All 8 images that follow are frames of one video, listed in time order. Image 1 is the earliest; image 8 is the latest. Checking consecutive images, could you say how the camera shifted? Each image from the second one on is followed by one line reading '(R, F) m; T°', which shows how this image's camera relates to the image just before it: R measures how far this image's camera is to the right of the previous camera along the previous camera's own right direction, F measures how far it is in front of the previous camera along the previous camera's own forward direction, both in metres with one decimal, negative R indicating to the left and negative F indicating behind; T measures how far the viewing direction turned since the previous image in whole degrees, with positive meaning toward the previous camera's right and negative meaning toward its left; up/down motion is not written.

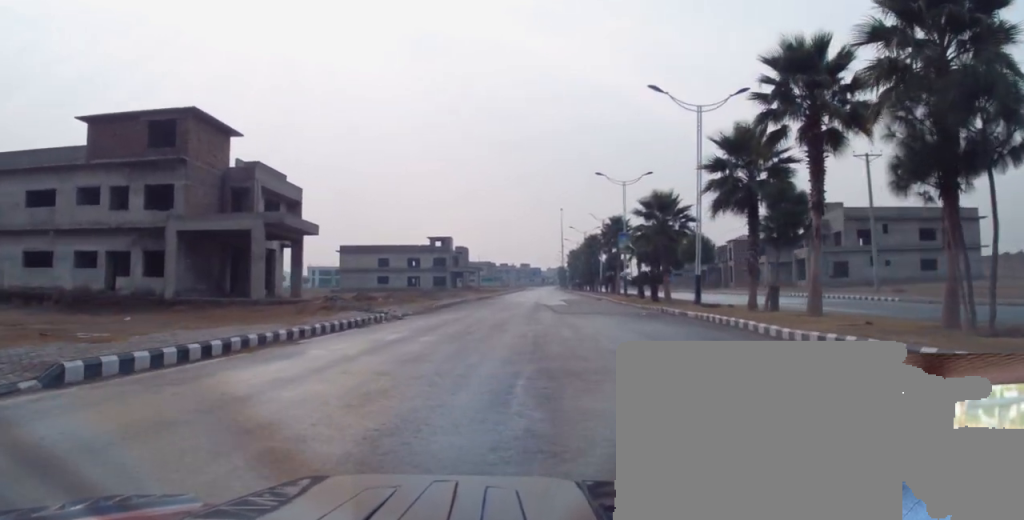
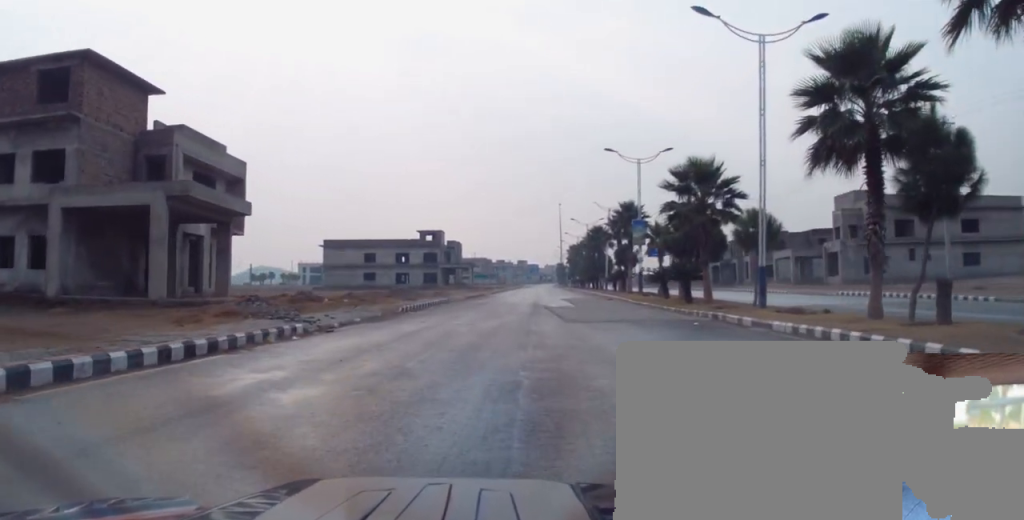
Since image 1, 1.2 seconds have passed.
(+0.7, +10.0) m; +3°
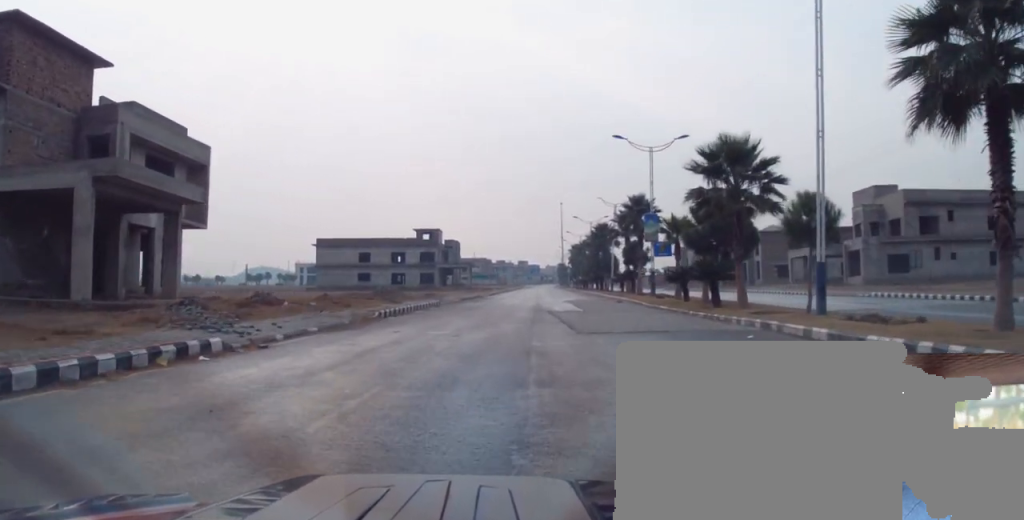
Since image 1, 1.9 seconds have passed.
(0.0, +5.1) m; -1°
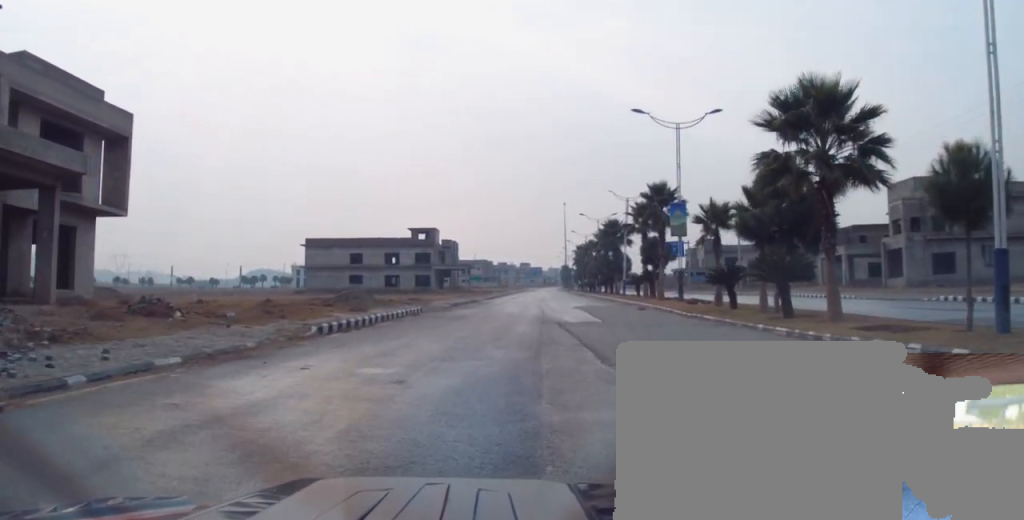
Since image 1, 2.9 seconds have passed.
(-0.2, +8.3) m; -3°
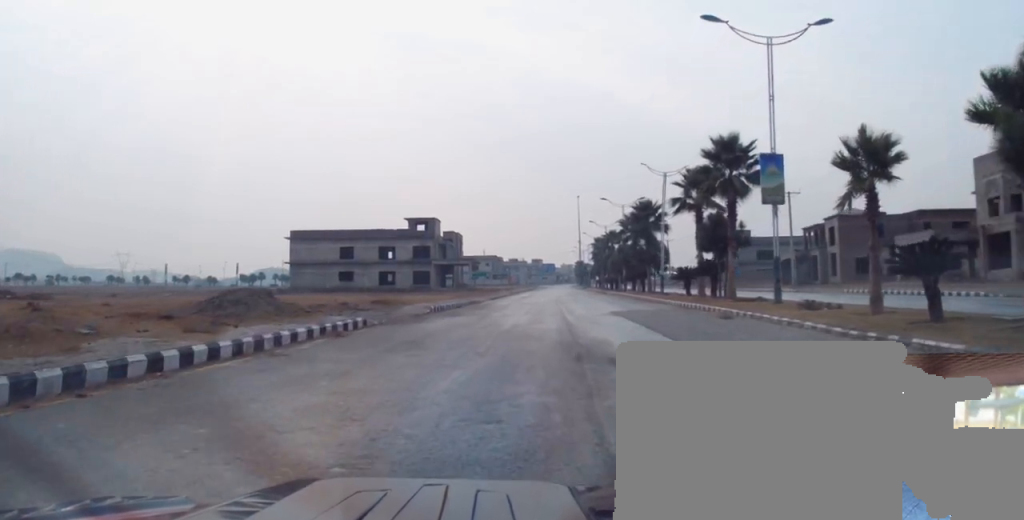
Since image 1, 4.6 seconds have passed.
(+0.3, +14.3) m; +1°
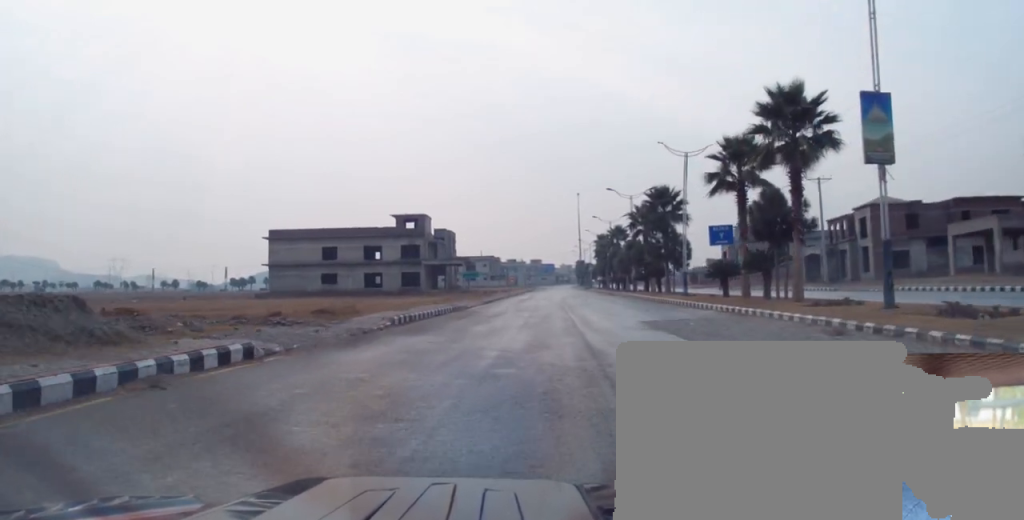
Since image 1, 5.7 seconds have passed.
(-0.2, +8.6) m; 0°
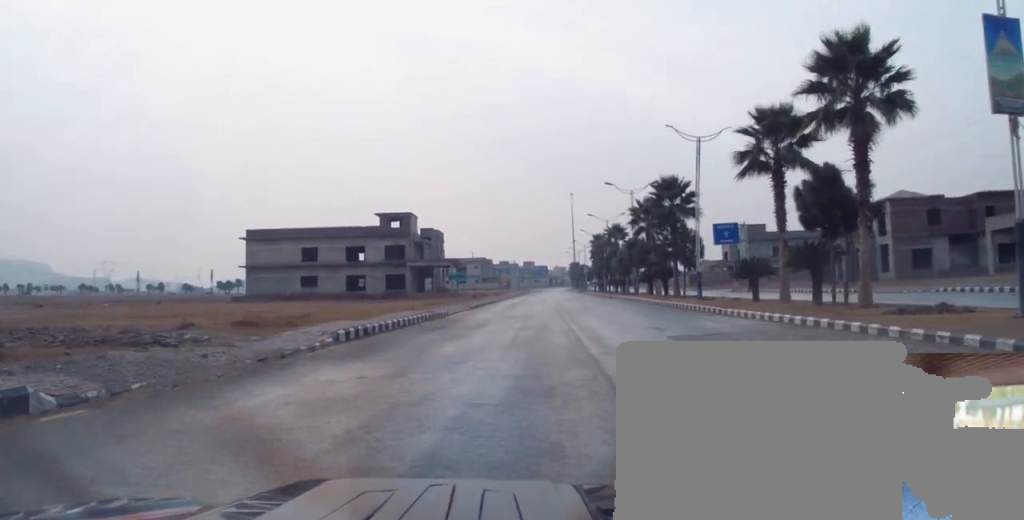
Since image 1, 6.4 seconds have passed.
(+0.1, +6.1) m; 0°
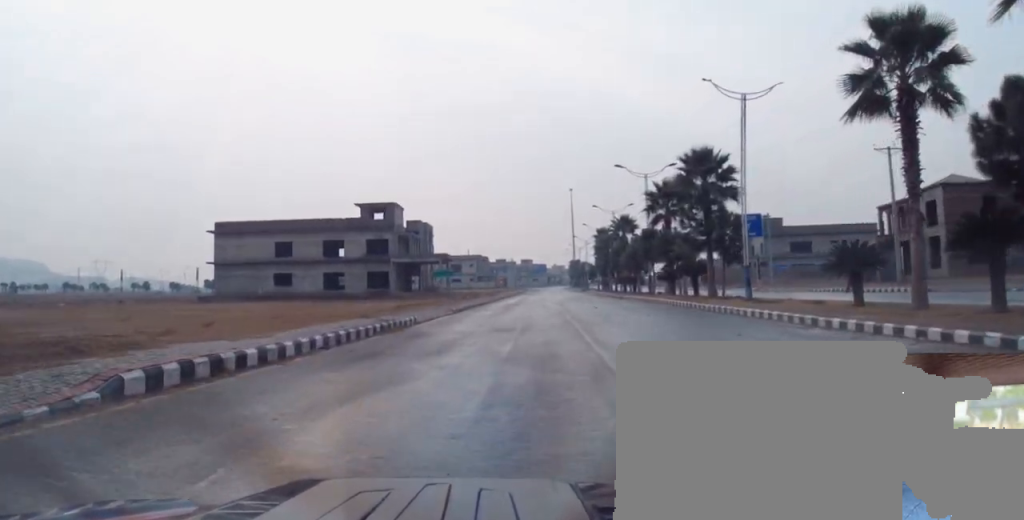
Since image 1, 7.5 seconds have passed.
(-0.1, +9.7) m; -2°
